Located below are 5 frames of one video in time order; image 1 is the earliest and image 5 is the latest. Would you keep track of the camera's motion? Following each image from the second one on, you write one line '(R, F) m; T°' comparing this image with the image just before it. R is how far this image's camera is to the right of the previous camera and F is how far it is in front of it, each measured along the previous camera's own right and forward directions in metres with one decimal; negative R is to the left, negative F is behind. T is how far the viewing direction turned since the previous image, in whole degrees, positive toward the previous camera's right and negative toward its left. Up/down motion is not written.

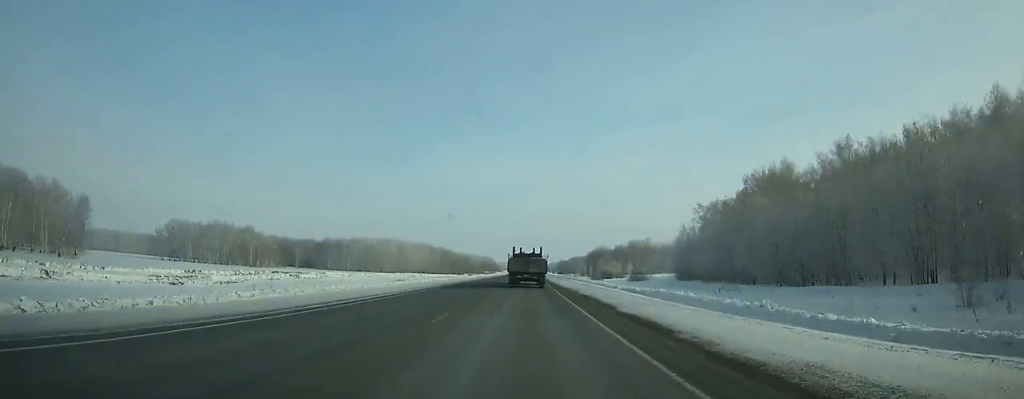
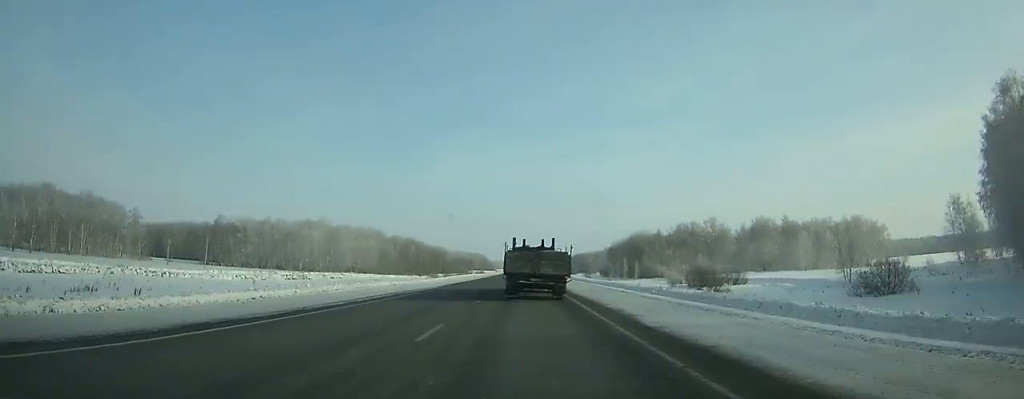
(+0.2, +107.9) m; 0°
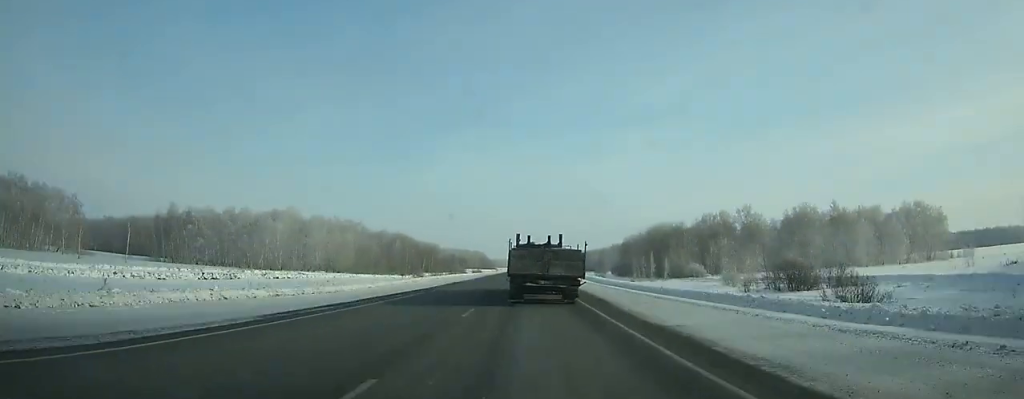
(+0.1, +29.4) m; 0°
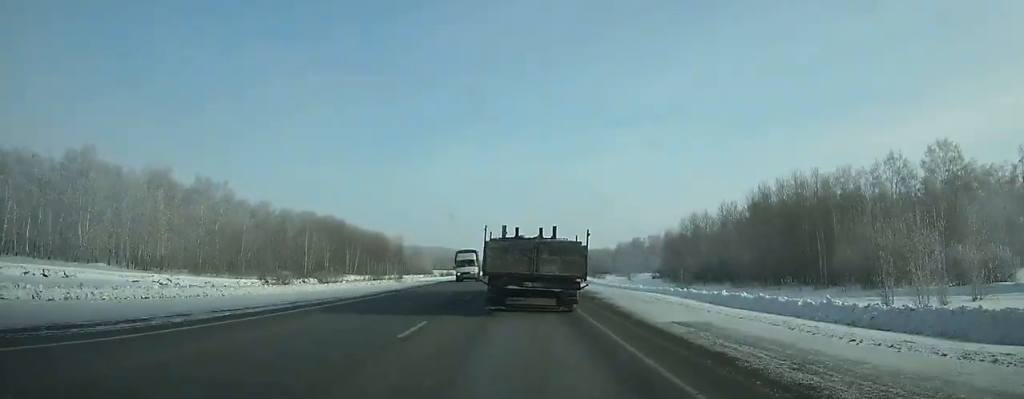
(+0.3, +88.1) m; 0°
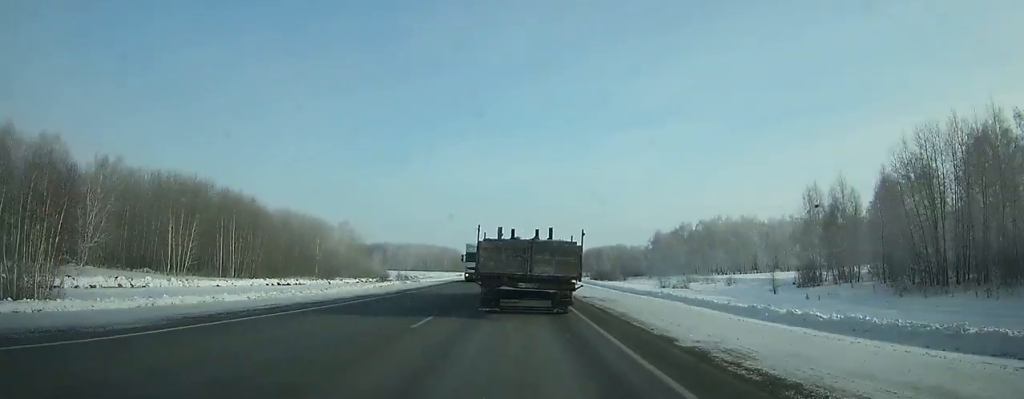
(-0.1, +86.1) m; -1°
